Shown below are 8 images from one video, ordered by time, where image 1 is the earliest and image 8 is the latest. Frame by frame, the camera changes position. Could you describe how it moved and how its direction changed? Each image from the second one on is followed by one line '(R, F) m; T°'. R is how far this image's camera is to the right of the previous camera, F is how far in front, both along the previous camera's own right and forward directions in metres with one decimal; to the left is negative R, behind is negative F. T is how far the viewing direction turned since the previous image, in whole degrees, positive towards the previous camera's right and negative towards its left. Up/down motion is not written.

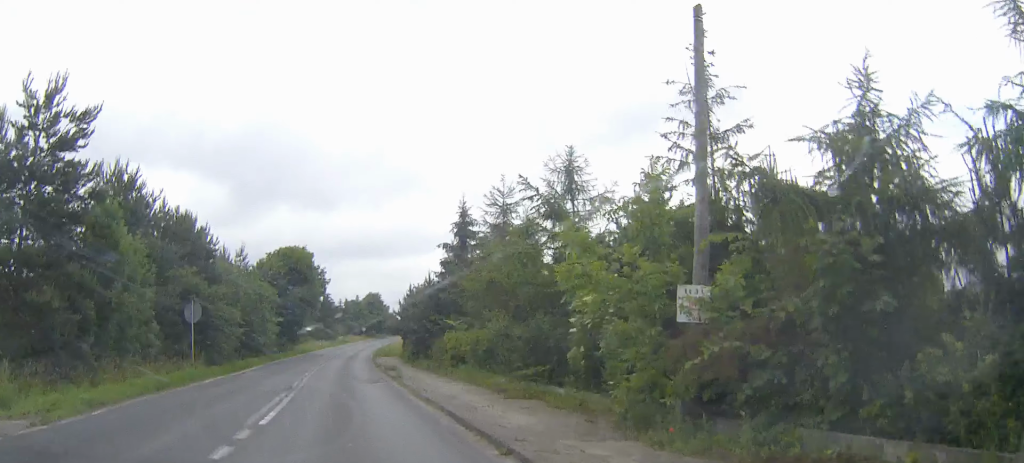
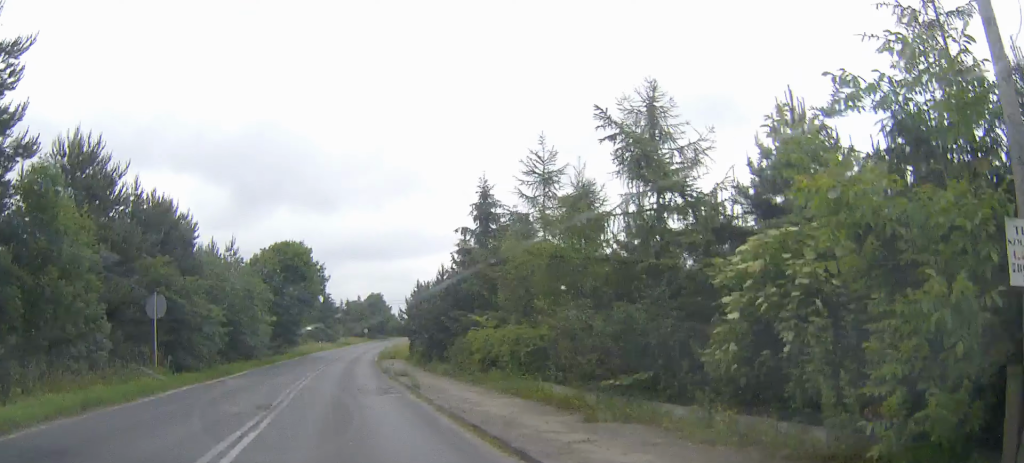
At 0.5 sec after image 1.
(0.0, +6.2) m; 0°
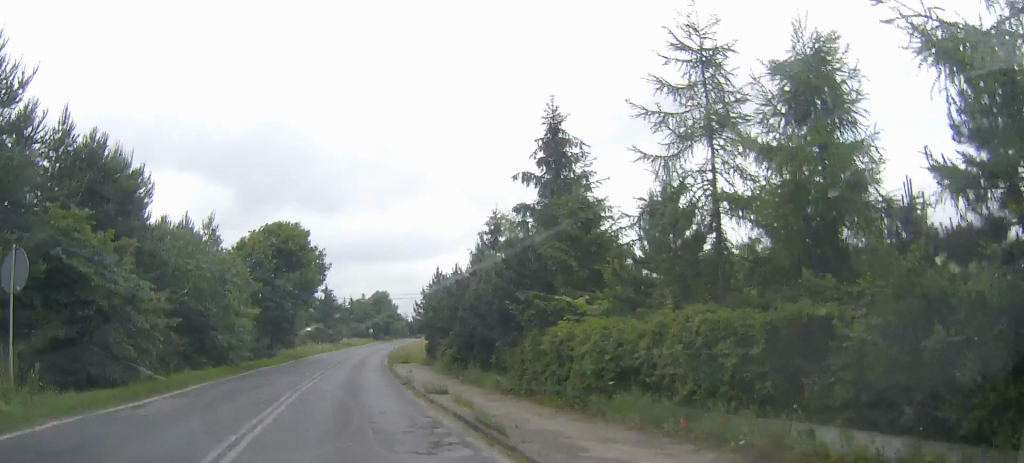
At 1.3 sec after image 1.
(-0.1, +11.0) m; 0°
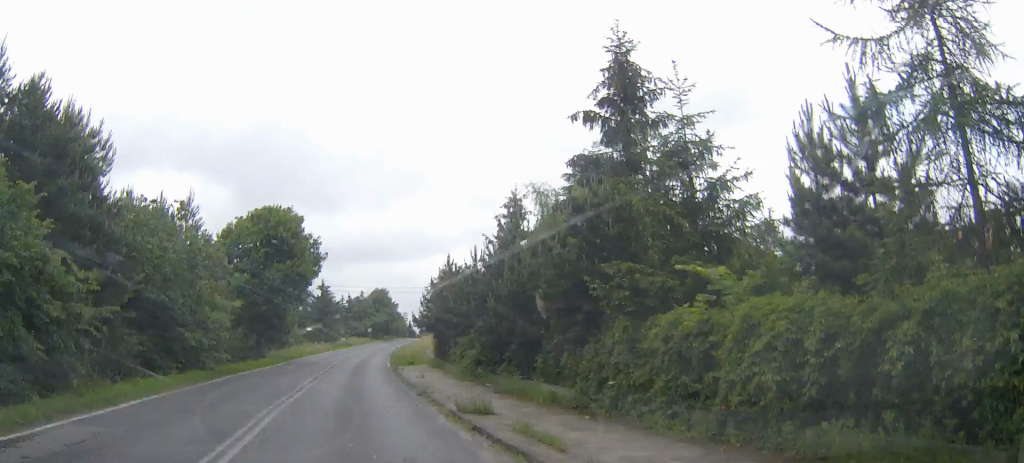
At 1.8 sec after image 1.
(0.0, +5.8) m; 0°
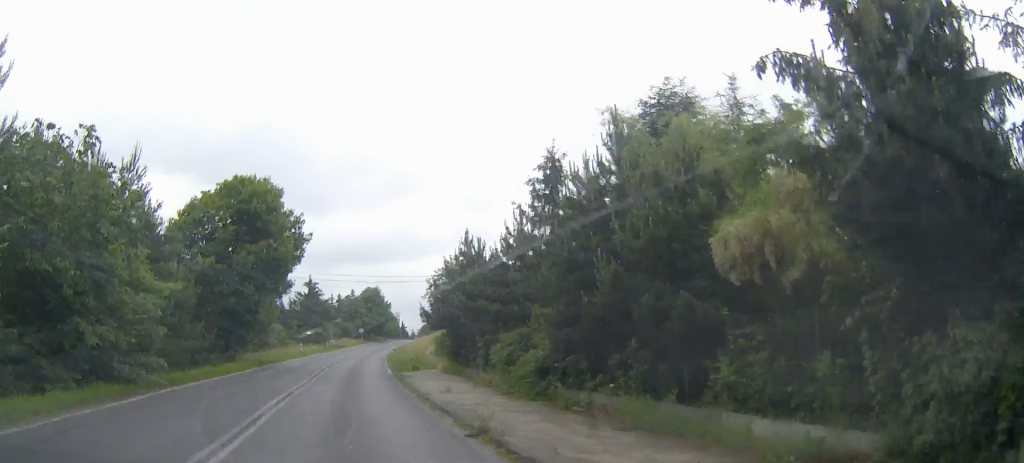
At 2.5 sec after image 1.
(0.0, +10.4) m; 0°
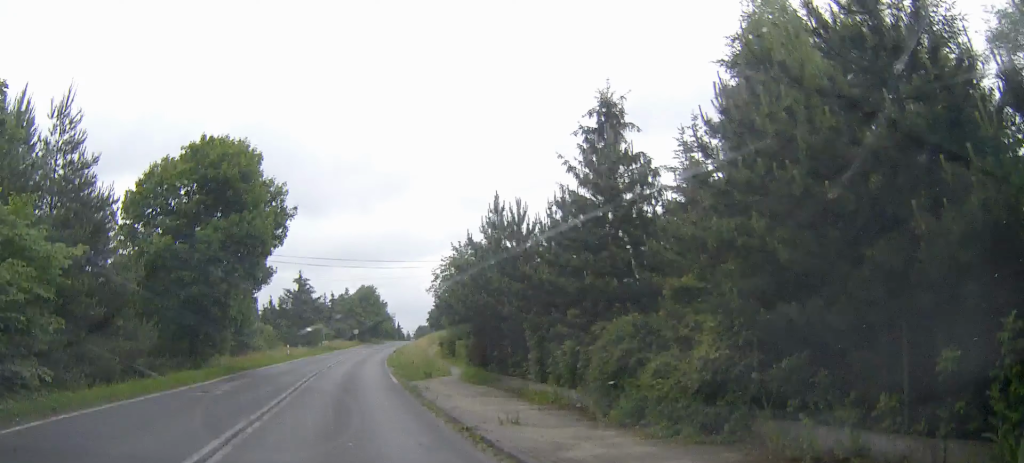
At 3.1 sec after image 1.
(0.0, +8.3) m; 0°
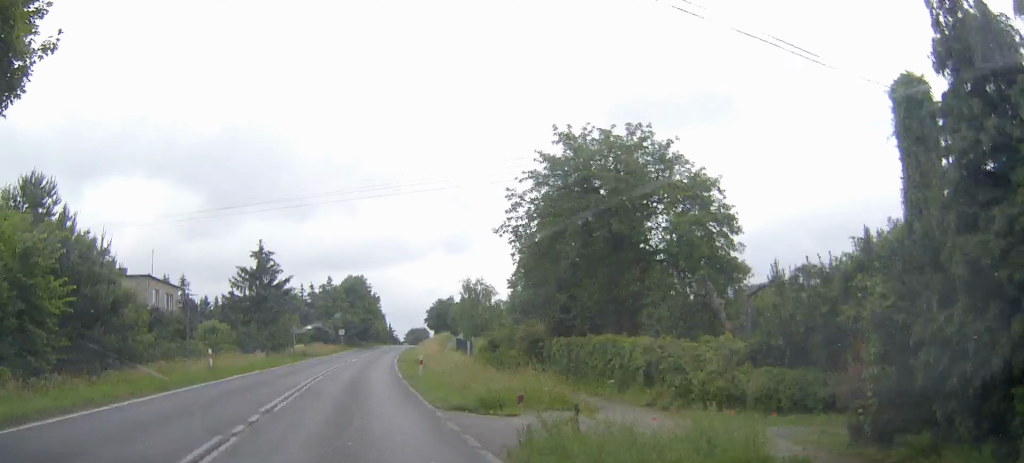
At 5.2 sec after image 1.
(+0.6, +29.1) m; +2°
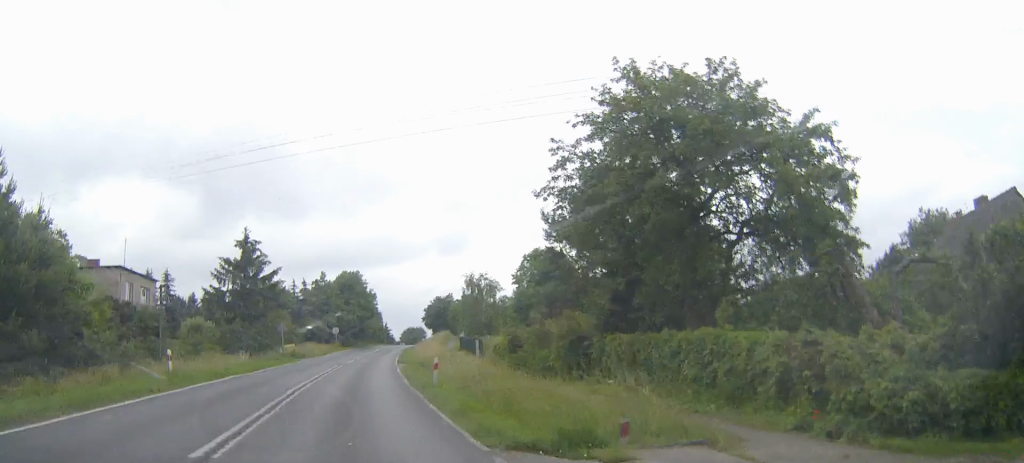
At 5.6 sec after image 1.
(0.0, +6.4) m; 0°
